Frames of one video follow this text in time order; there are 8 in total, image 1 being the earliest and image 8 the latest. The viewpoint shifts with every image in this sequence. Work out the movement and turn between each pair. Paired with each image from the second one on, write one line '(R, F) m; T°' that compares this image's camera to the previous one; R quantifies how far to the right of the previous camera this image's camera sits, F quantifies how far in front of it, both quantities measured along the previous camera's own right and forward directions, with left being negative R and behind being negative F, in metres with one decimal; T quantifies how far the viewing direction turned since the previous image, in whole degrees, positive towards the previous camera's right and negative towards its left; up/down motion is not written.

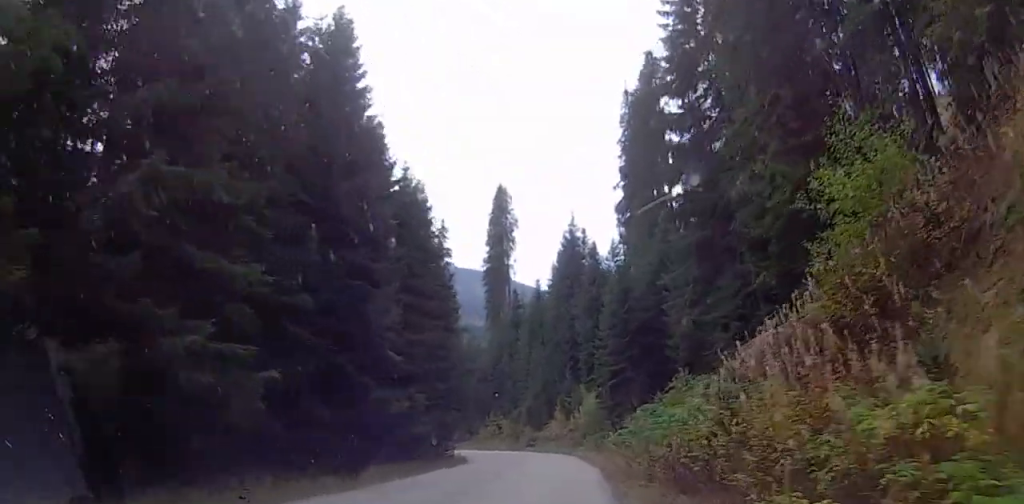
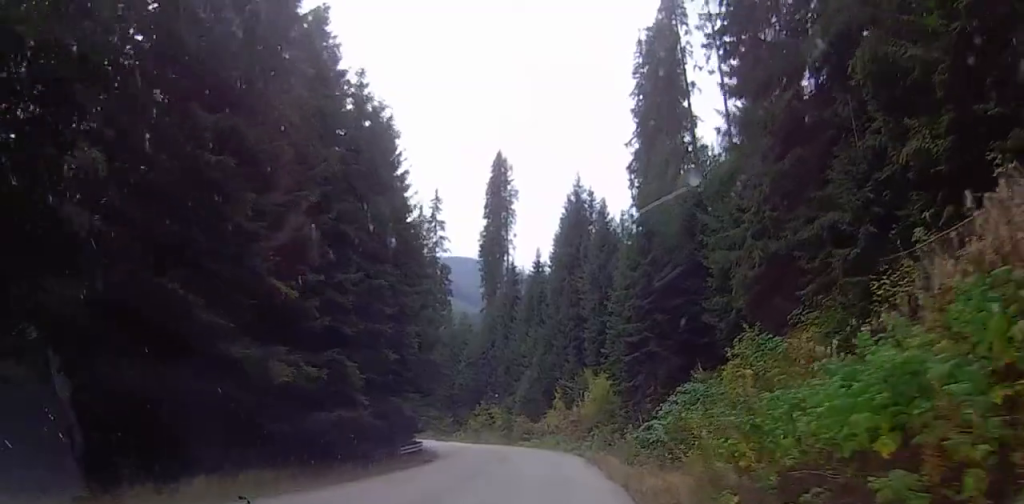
(0.0, +10.8) m; -1°
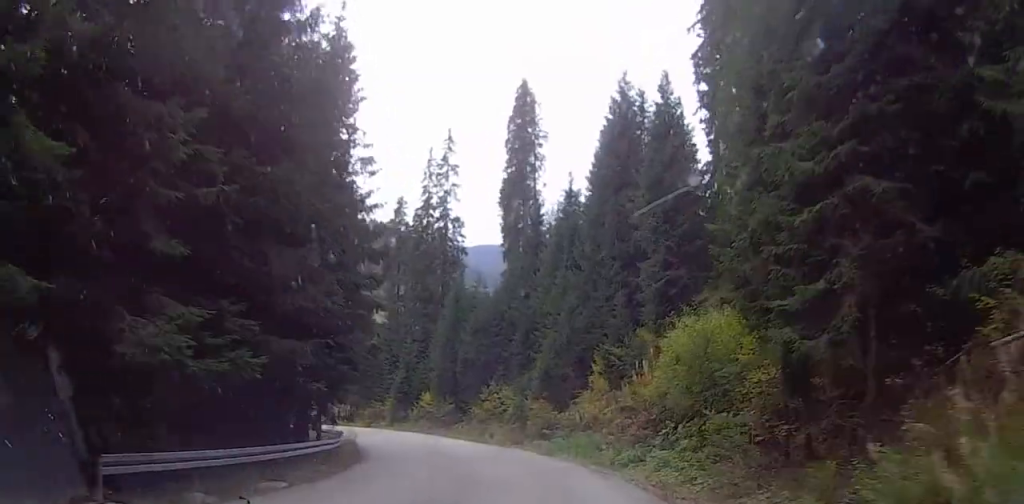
(-0.4, +22.0) m; 0°
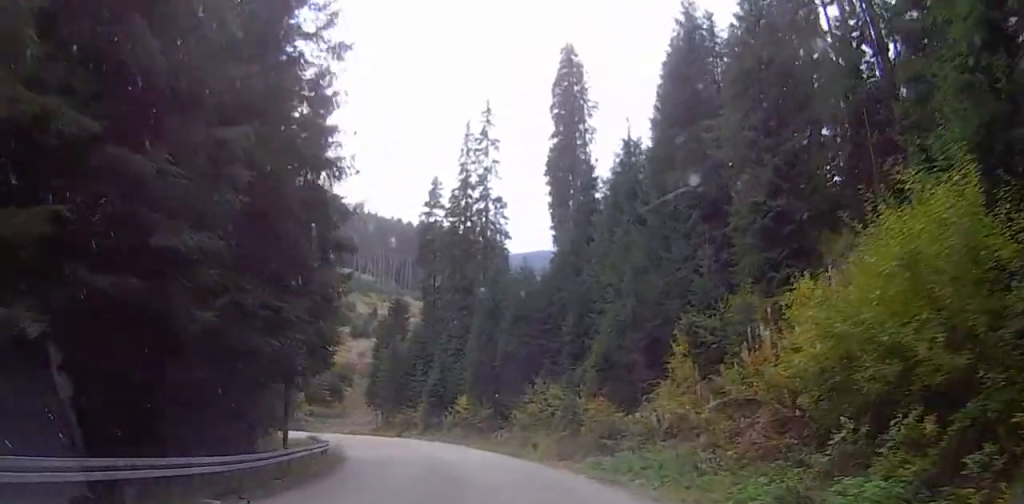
(+0.1, +12.0) m; -3°
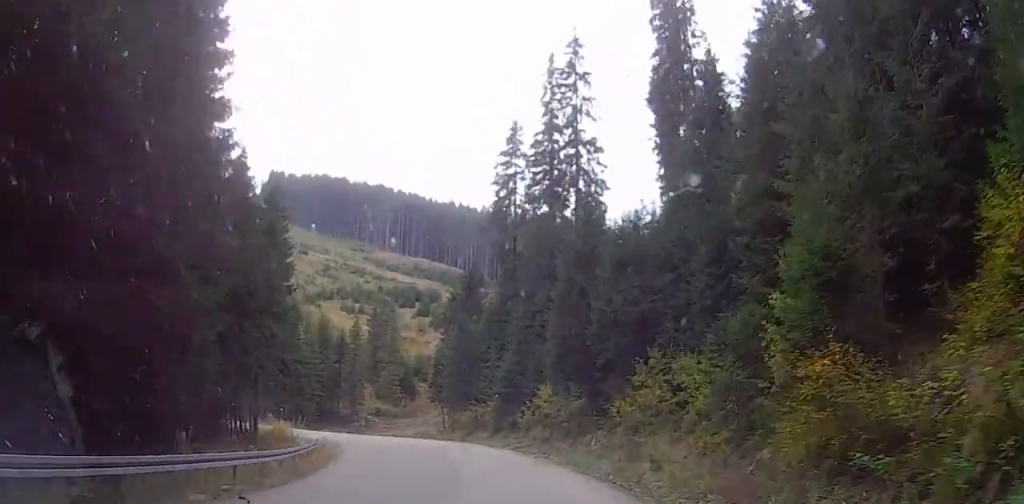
(-1.5, +17.6) m; -11°
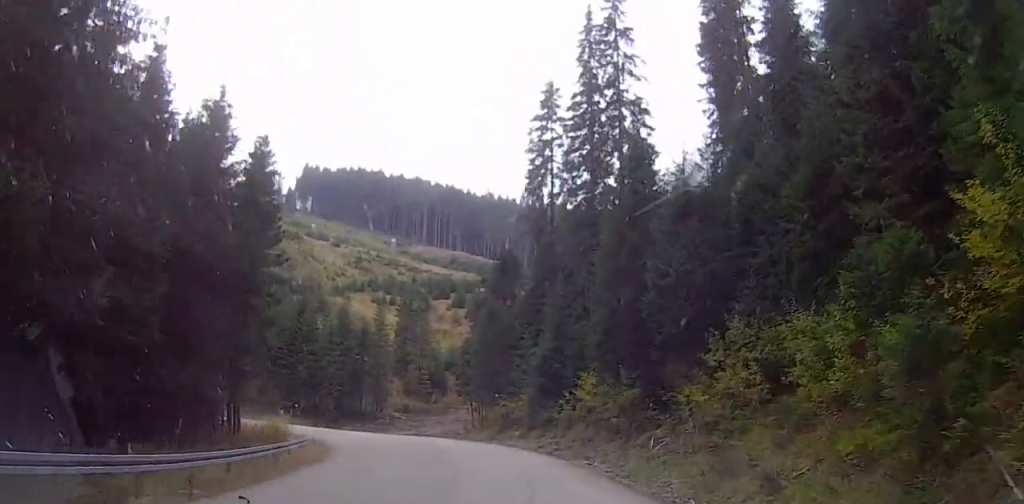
(-0.5, +8.2) m; -5°
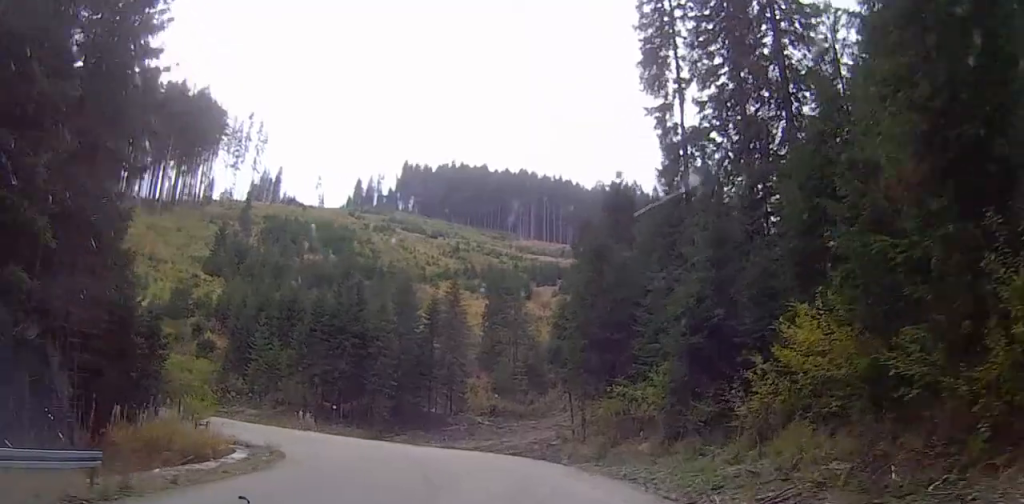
(-0.8, +22.8) m; -5°
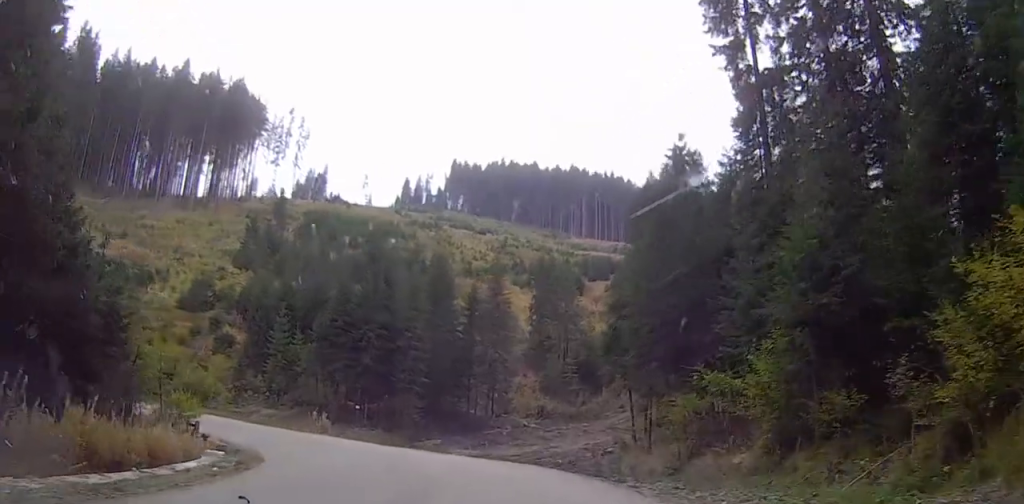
(+0.3, +7.7) m; -4°
